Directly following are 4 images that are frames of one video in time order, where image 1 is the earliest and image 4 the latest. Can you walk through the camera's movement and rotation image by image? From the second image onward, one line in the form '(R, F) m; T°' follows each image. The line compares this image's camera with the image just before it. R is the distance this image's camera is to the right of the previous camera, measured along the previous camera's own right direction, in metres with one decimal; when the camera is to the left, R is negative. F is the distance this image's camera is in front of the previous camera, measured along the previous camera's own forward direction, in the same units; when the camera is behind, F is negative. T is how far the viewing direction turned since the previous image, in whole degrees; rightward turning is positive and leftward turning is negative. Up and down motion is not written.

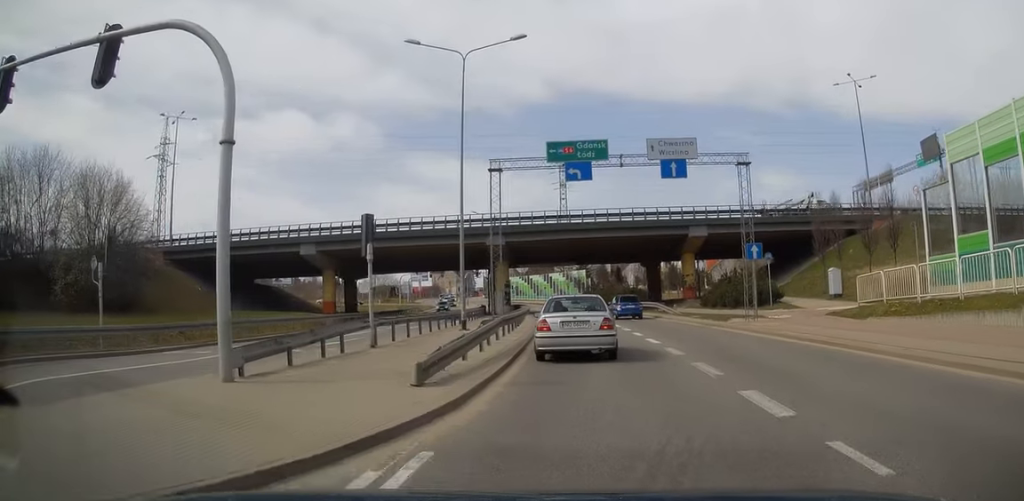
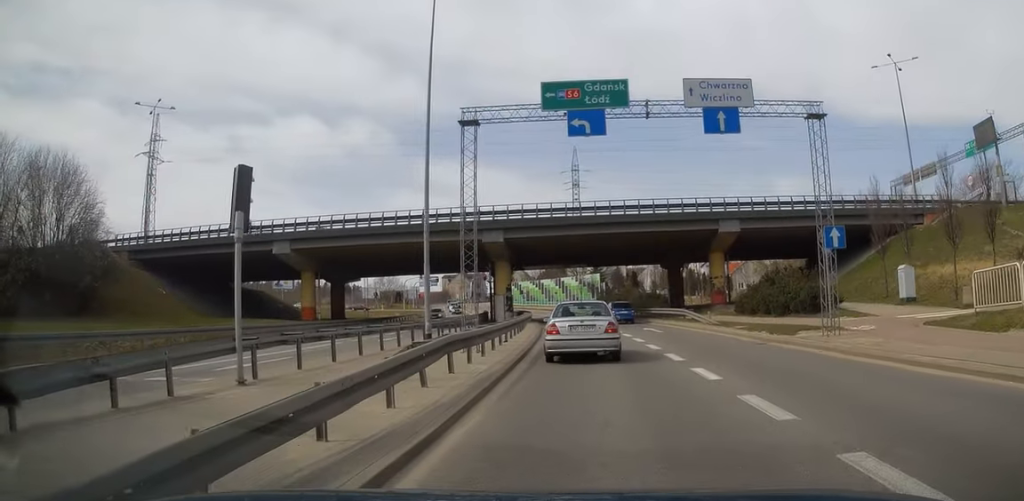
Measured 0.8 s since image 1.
(-0.3, +7.9) m; -2°
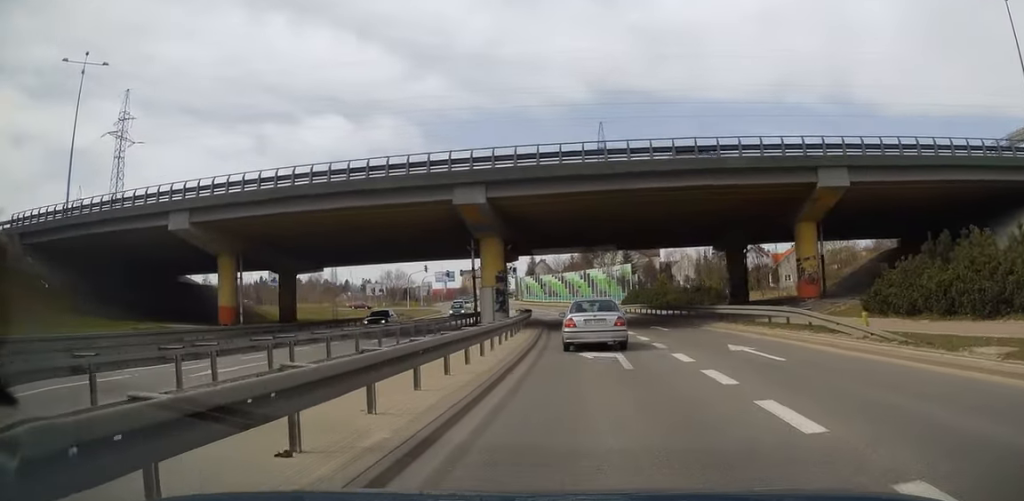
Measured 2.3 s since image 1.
(-0.1, +17.2) m; -1°
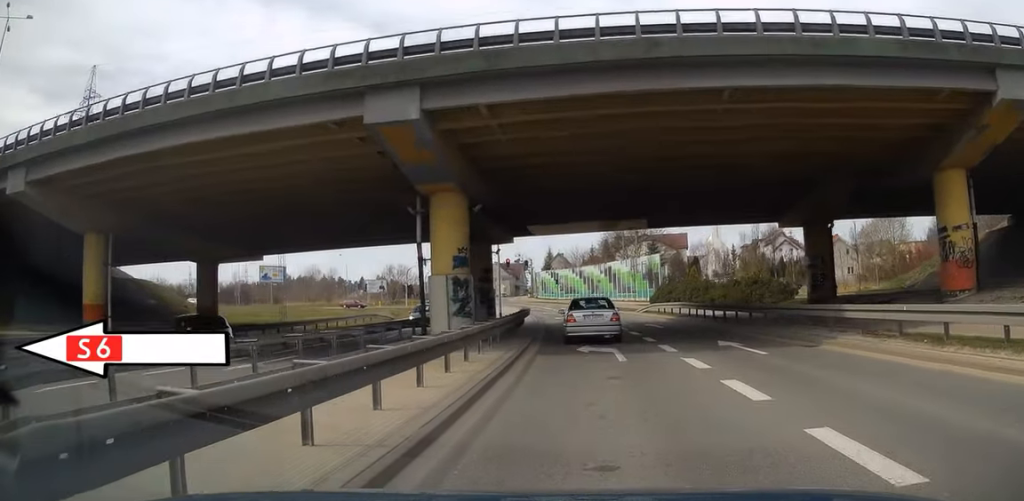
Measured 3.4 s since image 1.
(-0.2, +13.9) m; -2°
